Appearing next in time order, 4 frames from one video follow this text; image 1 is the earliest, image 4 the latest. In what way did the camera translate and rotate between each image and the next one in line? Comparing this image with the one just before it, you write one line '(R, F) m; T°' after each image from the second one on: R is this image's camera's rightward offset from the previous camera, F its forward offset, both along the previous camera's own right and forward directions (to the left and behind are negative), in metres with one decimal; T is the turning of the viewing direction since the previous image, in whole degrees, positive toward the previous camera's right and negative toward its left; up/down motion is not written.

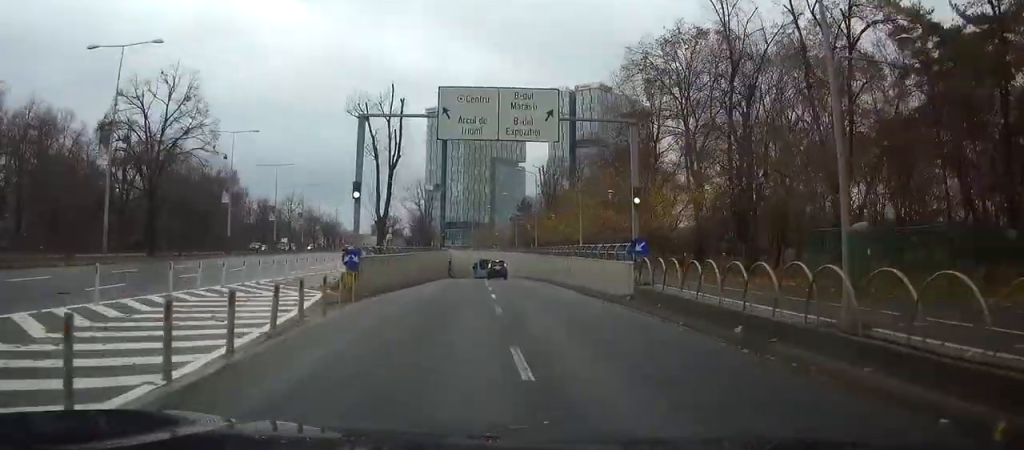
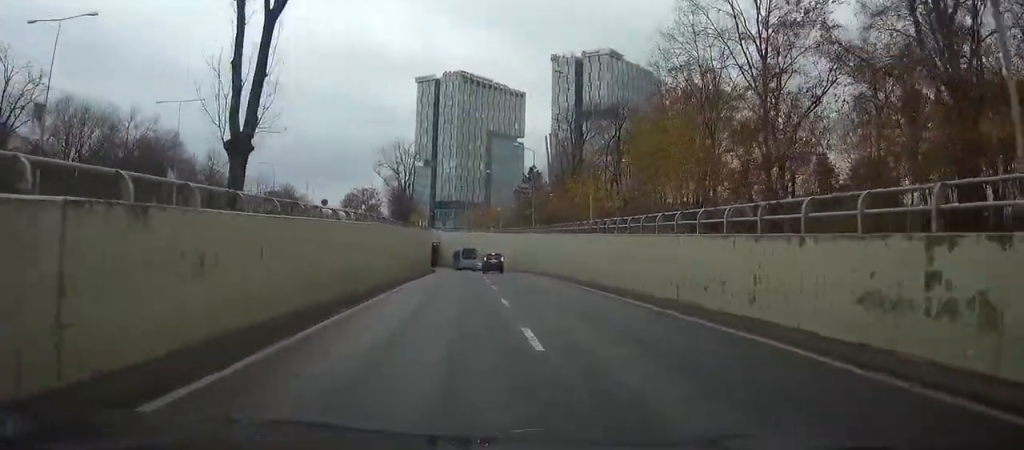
(+0.2, +33.8) m; +1°
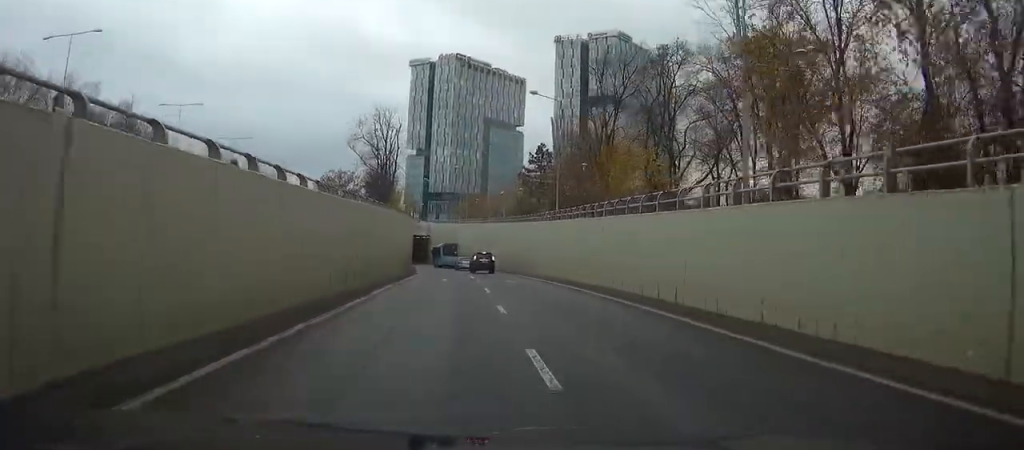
(+0.1, +21.1) m; 0°
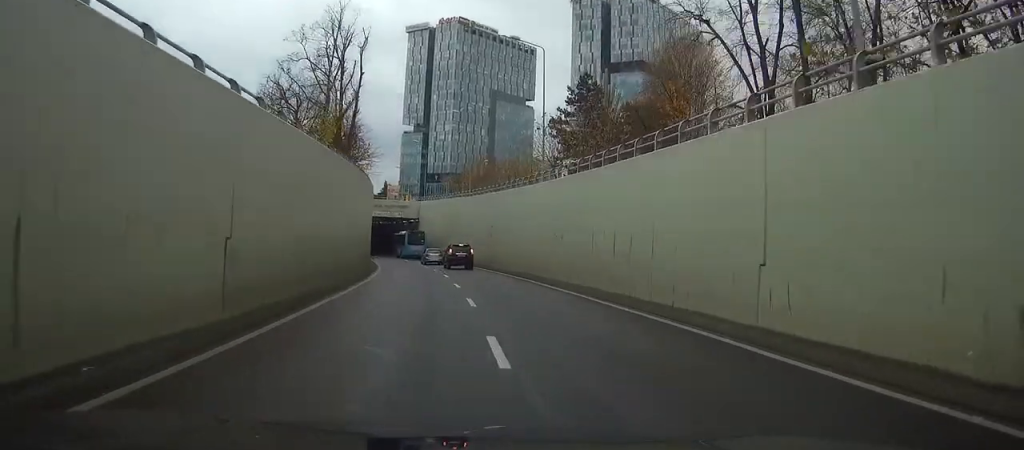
(+0.1, +36.1) m; 0°
